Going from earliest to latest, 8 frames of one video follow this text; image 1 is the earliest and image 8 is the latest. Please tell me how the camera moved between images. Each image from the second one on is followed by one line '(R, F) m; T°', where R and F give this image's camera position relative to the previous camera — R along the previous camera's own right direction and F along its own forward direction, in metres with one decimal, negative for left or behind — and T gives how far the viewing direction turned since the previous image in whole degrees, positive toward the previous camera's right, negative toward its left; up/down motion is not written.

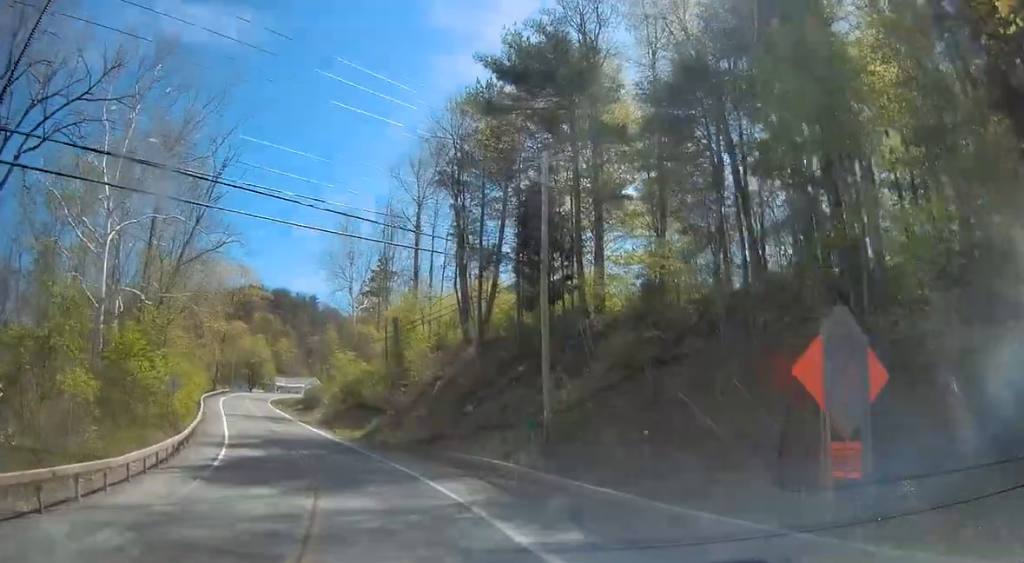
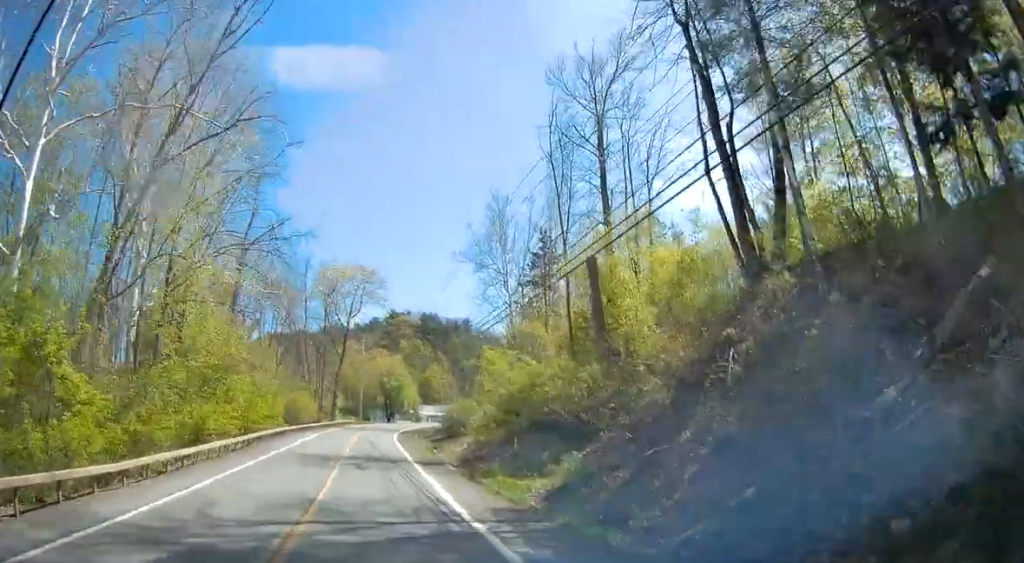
(-3.1, +23.8) m; -16°
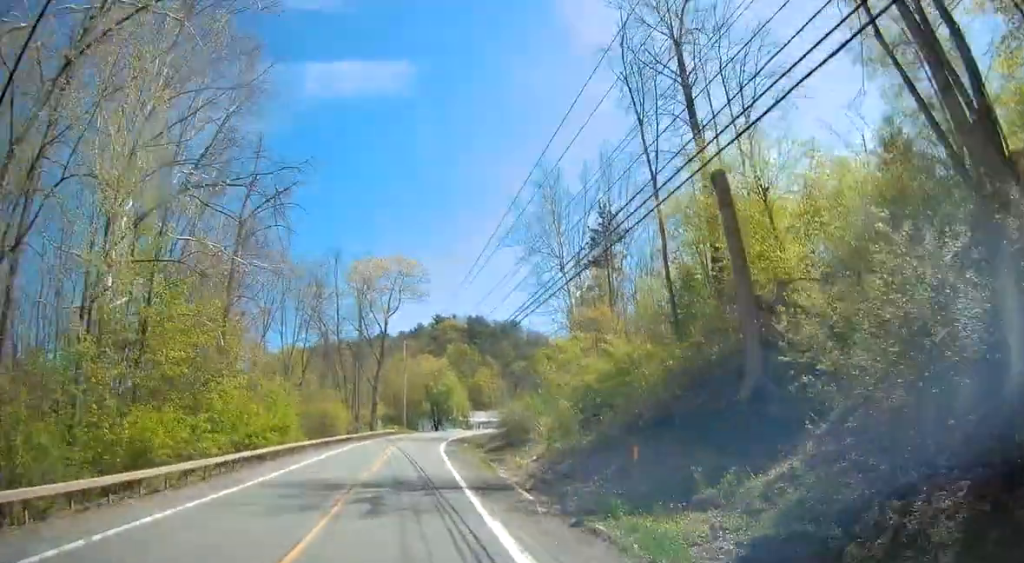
(-0.6, +9.5) m; -4°
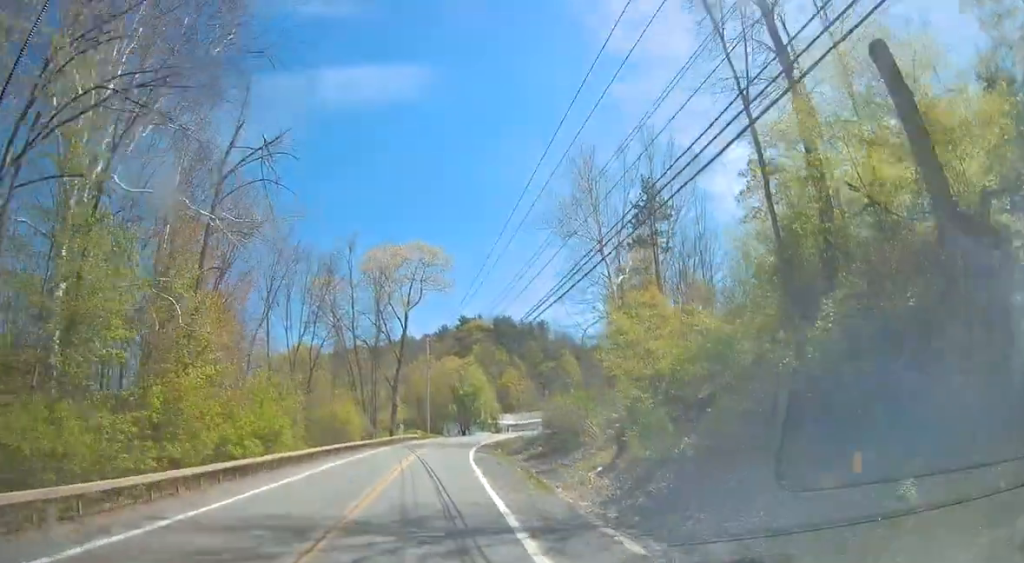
(-0.1, +7.5) m; -3°
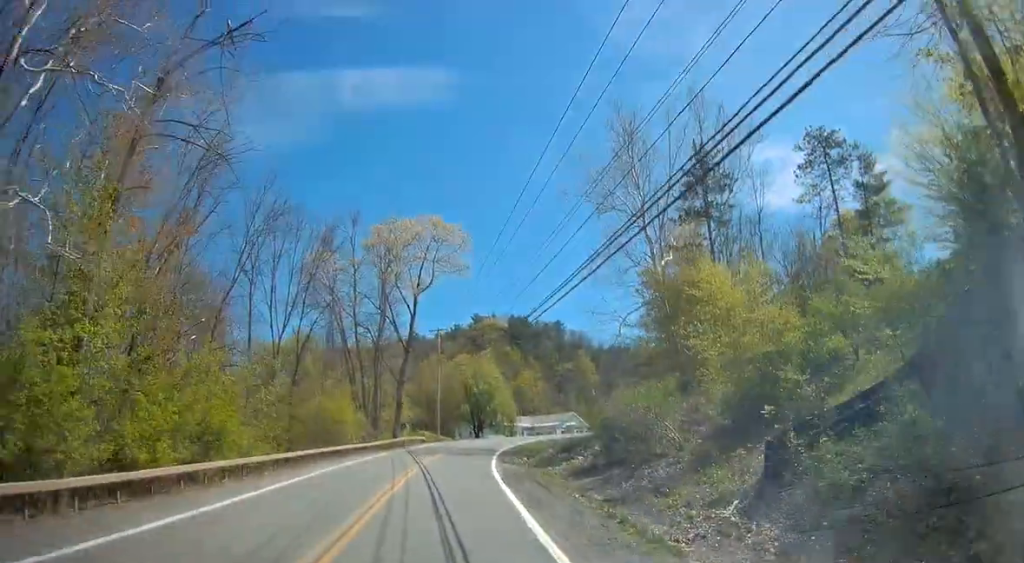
(-0.3, +9.5) m; -3°
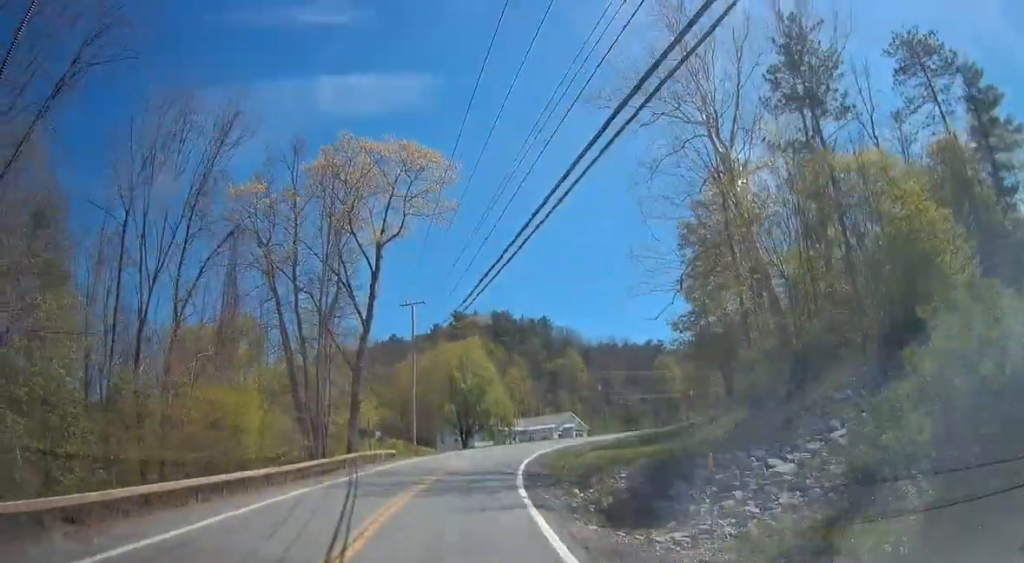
(-0.8, +19.5) m; -2°
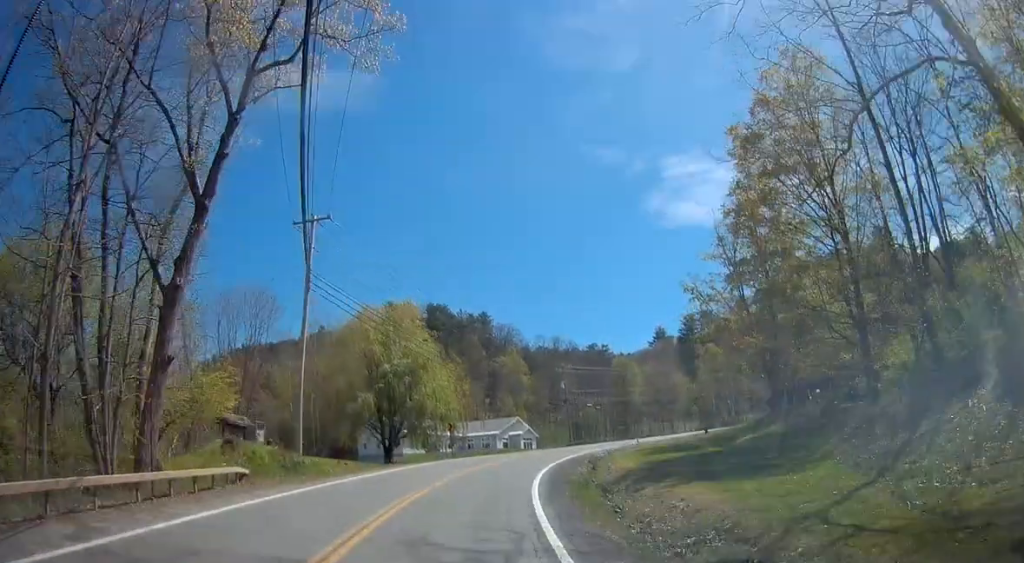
(+1.3, +22.5) m; +6°
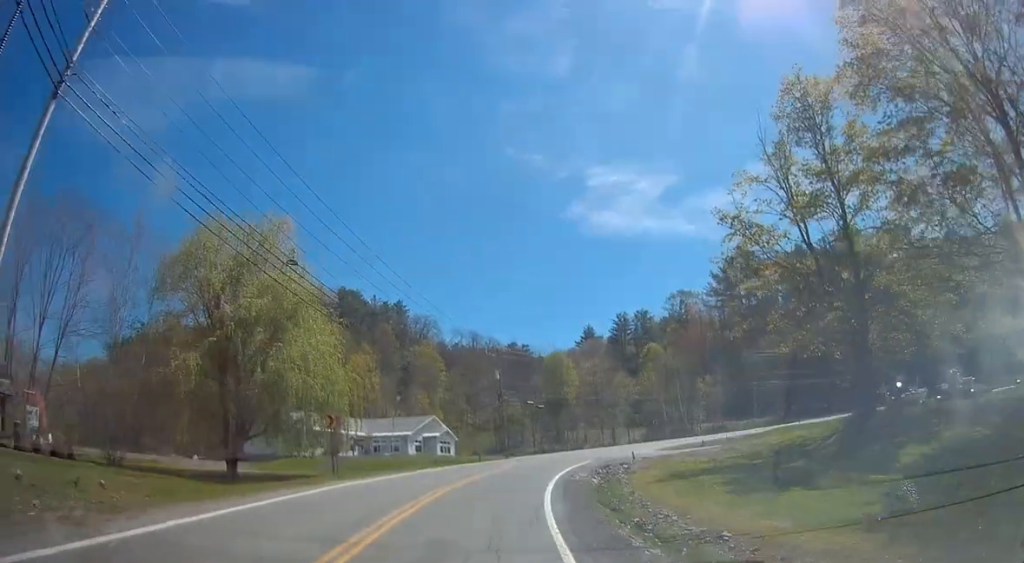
(+0.8, +20.4) m; +6°
